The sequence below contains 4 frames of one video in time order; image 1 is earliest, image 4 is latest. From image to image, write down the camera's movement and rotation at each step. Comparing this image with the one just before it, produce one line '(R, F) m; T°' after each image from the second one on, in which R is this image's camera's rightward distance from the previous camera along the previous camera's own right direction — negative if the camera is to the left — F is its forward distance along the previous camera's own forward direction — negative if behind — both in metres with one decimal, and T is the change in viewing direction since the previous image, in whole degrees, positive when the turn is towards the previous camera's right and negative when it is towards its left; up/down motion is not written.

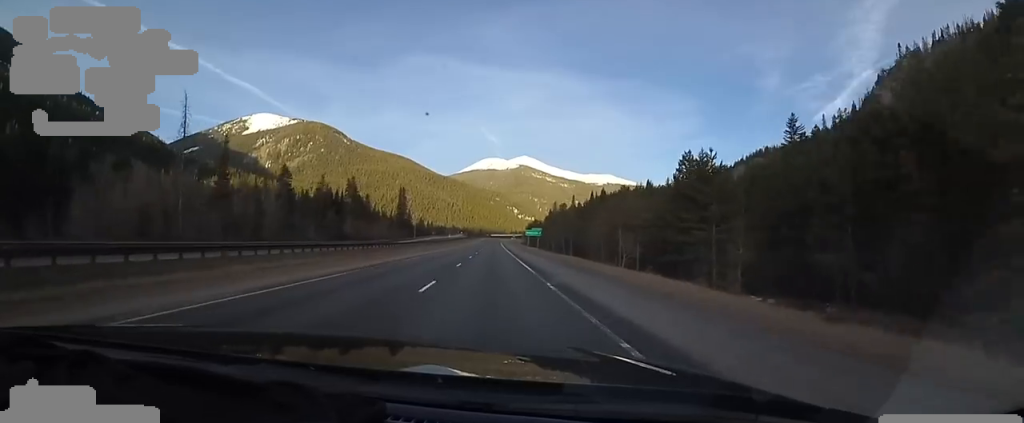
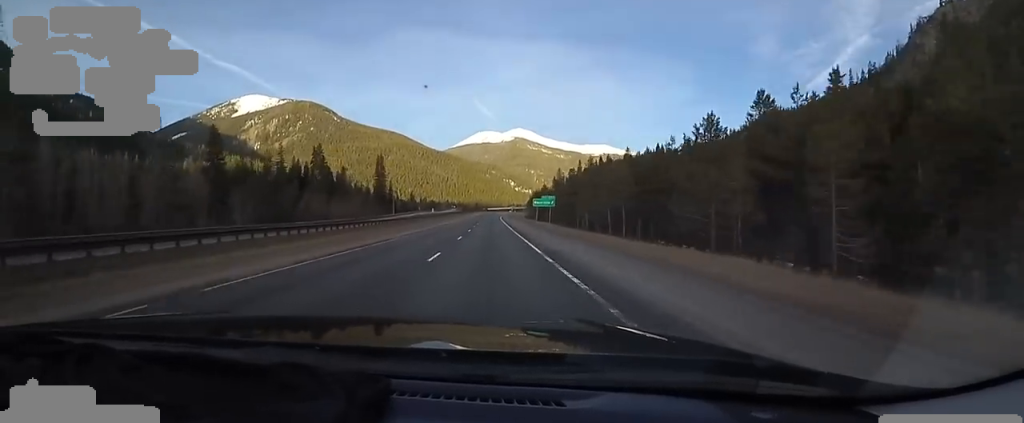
(0.0, +34.0) m; +1°
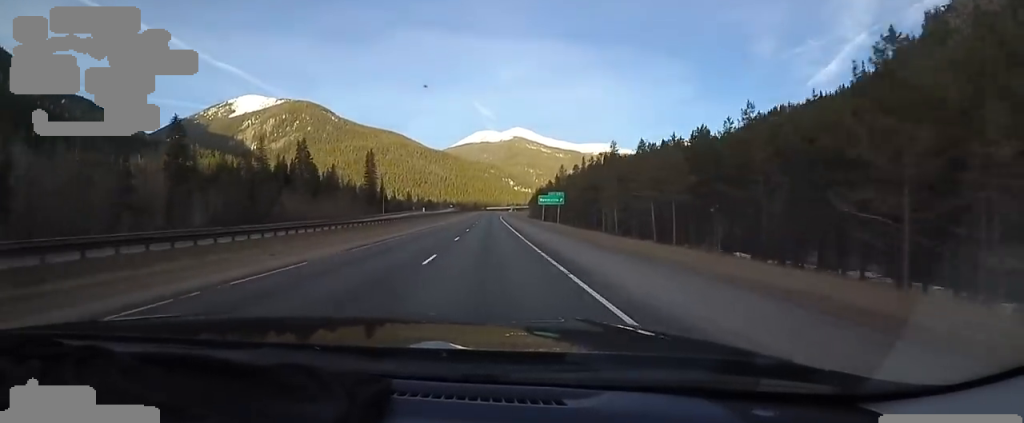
(-0.3, +13.3) m; +1°
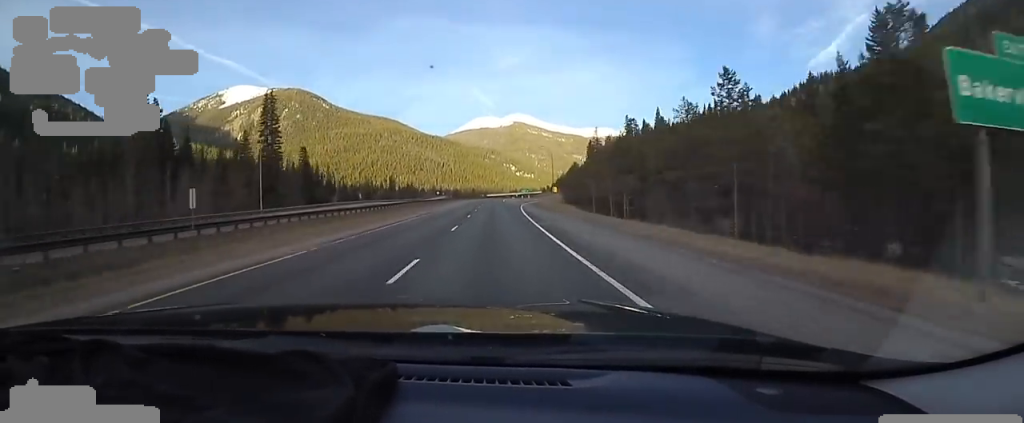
(-0.5, +76.9) m; -3°
